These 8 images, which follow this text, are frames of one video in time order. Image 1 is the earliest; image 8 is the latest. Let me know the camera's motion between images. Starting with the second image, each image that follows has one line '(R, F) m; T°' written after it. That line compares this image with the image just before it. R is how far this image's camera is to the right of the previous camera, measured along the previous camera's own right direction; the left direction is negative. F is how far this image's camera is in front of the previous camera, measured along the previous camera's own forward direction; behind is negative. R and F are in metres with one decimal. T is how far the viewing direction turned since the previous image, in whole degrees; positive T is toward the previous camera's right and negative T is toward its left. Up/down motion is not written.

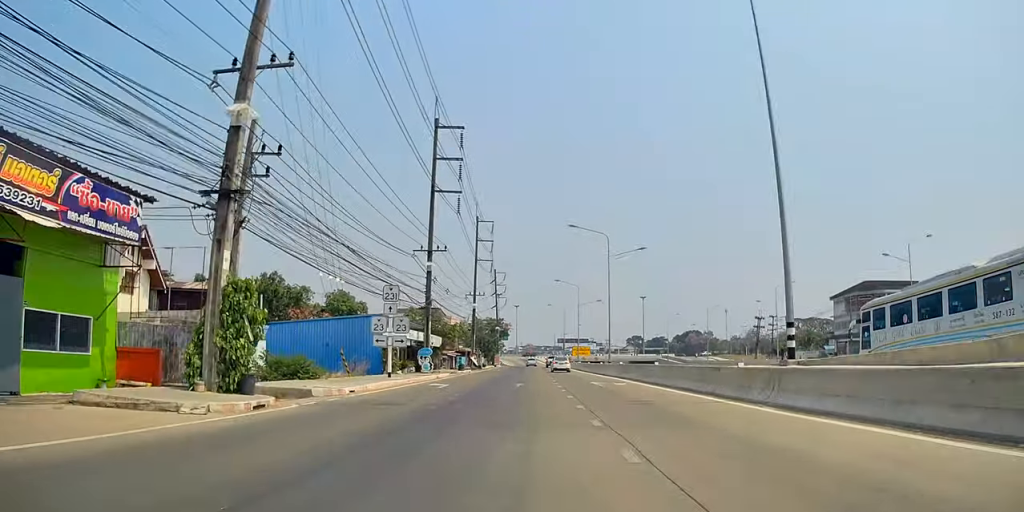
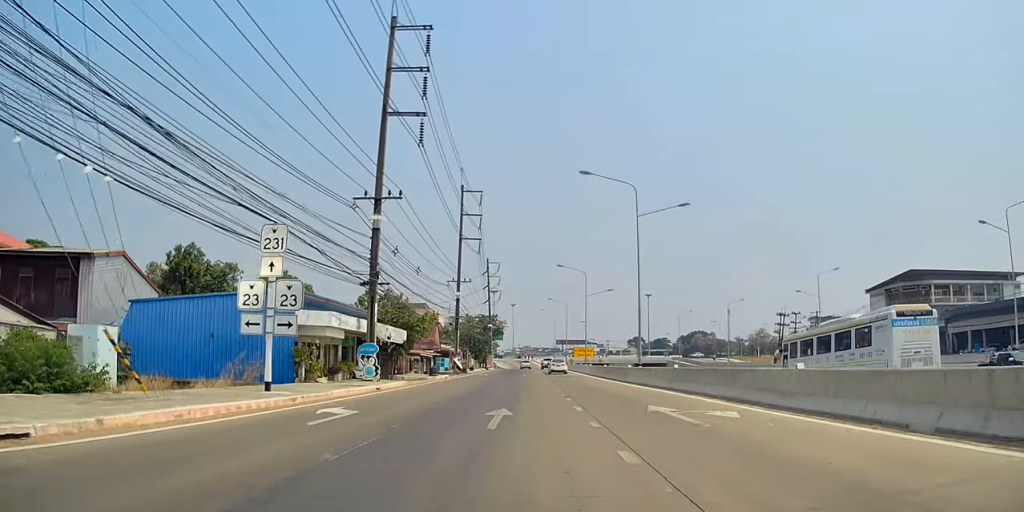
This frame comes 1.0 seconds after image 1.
(+0.2, +16.5) m; -1°
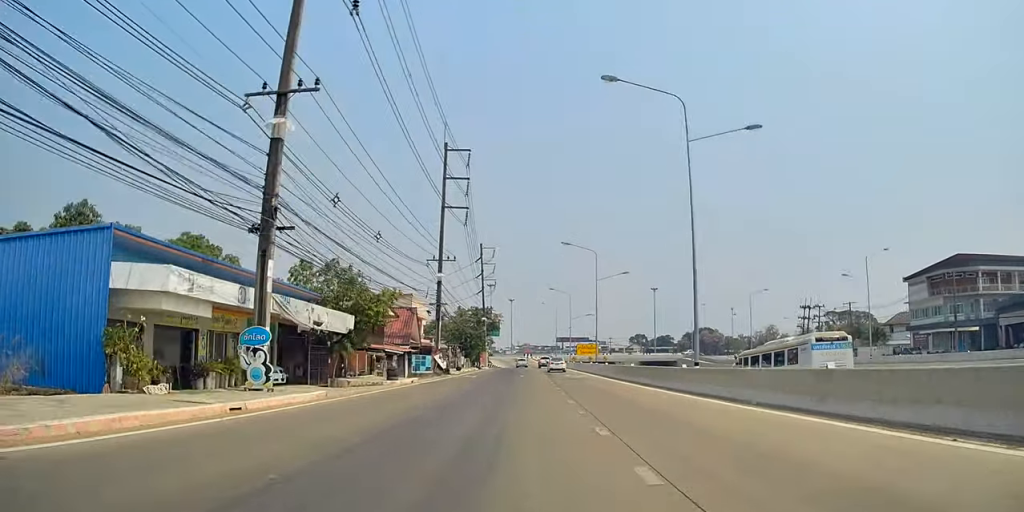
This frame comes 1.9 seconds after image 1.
(-0.3, +13.4) m; 0°
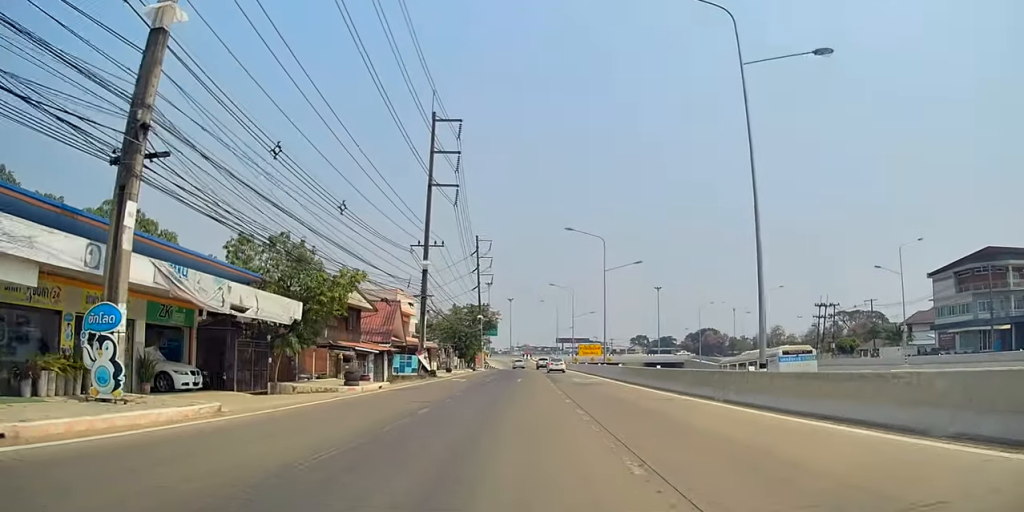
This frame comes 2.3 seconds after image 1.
(-0.3, +7.0) m; 0°
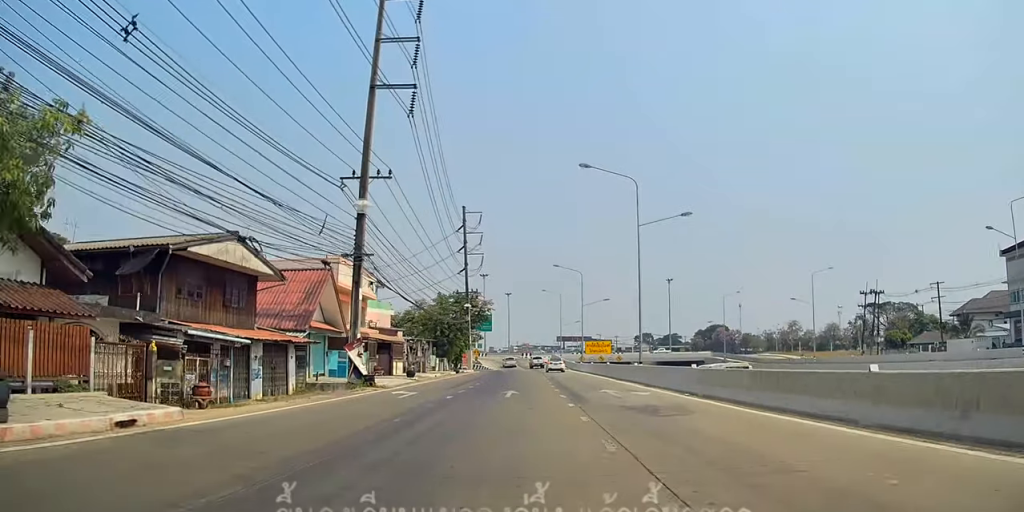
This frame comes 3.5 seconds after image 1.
(+0.6, +19.2) m; 0°
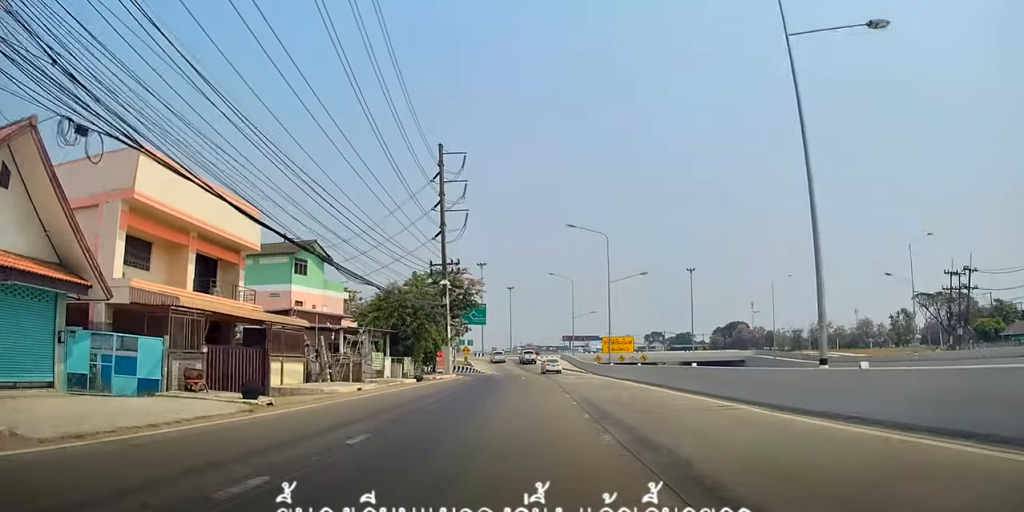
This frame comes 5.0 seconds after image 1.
(+0.1, +24.0) m; +1°
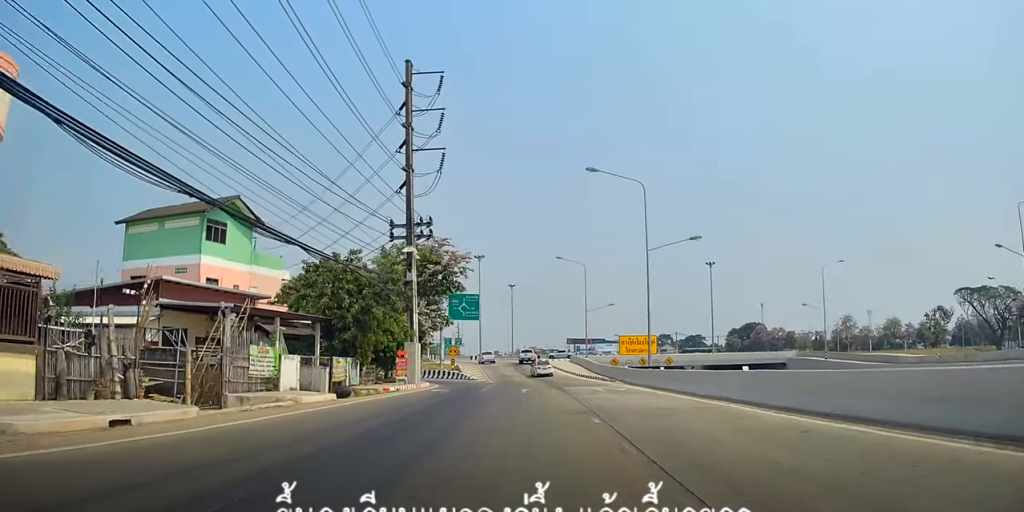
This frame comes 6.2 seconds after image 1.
(-0.4, +17.9) m; -2°
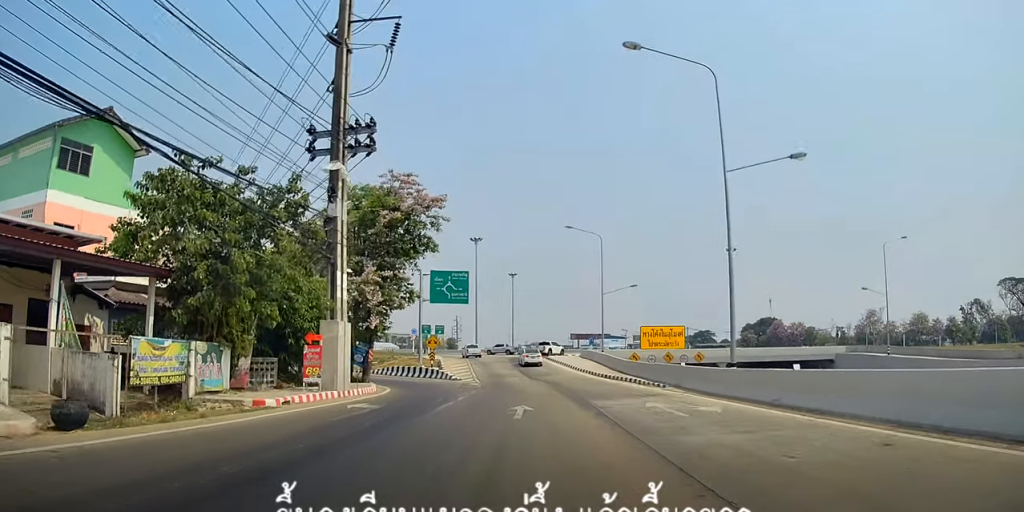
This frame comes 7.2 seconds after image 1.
(-0.1, +15.7) m; 0°
